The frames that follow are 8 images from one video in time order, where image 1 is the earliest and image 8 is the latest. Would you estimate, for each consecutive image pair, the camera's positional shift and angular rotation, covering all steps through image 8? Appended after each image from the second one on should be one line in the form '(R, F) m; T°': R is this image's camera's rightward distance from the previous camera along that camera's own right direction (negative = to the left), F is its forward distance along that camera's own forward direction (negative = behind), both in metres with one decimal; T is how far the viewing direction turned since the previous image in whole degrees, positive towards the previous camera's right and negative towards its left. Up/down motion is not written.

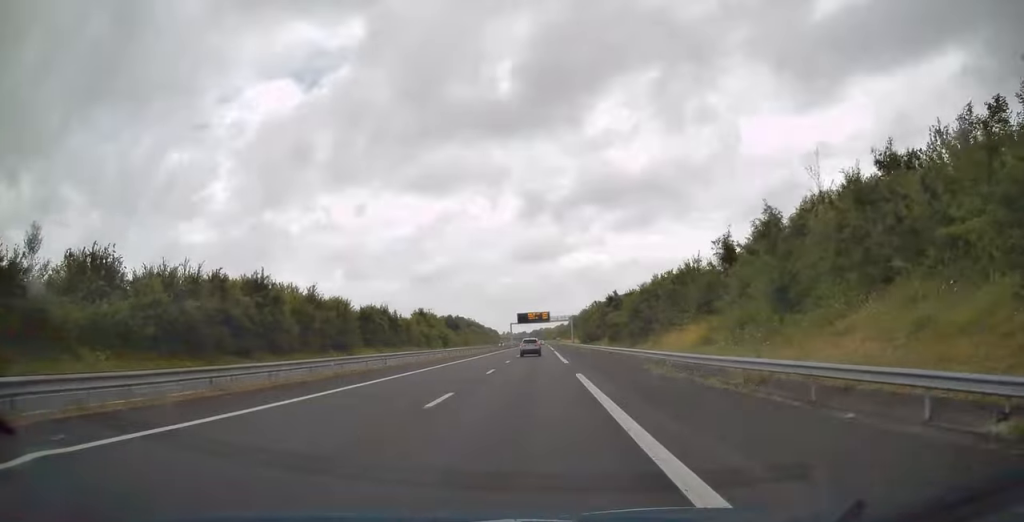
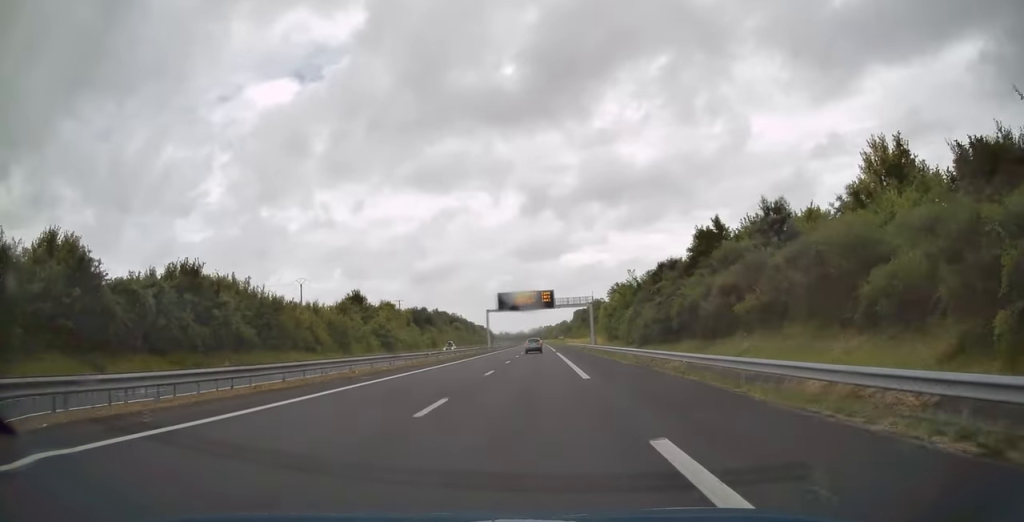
(0.0, +66.7) m; 0°
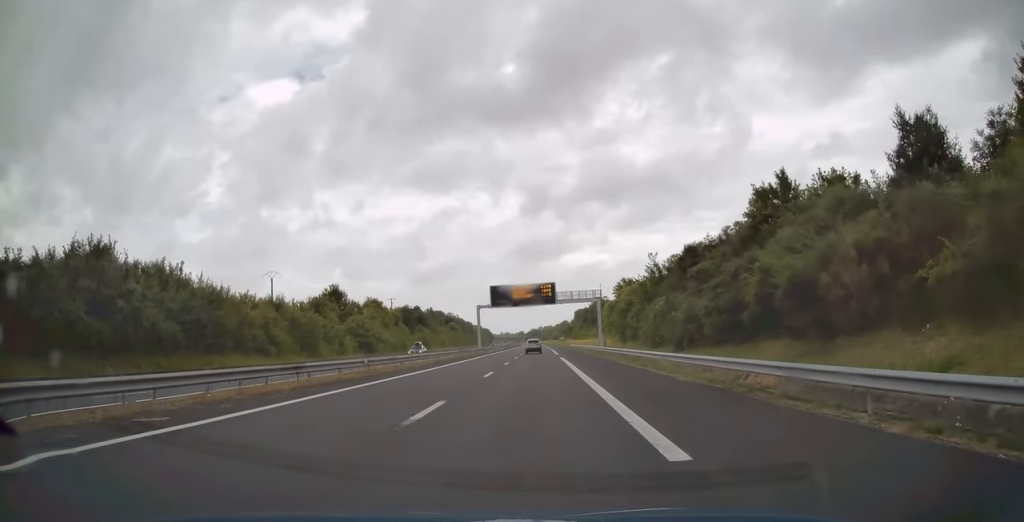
(0.0, +13.5) m; 0°
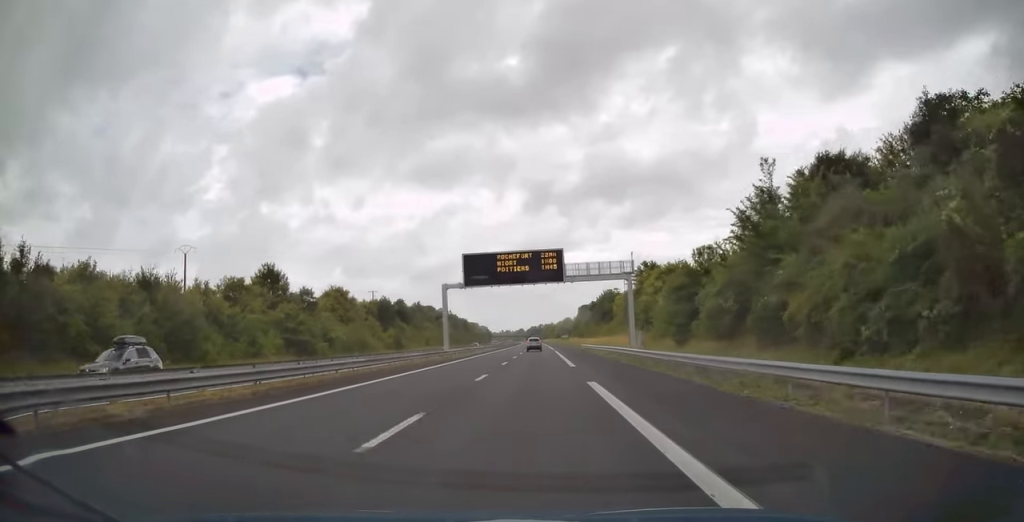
(0.0, +28.5) m; 0°
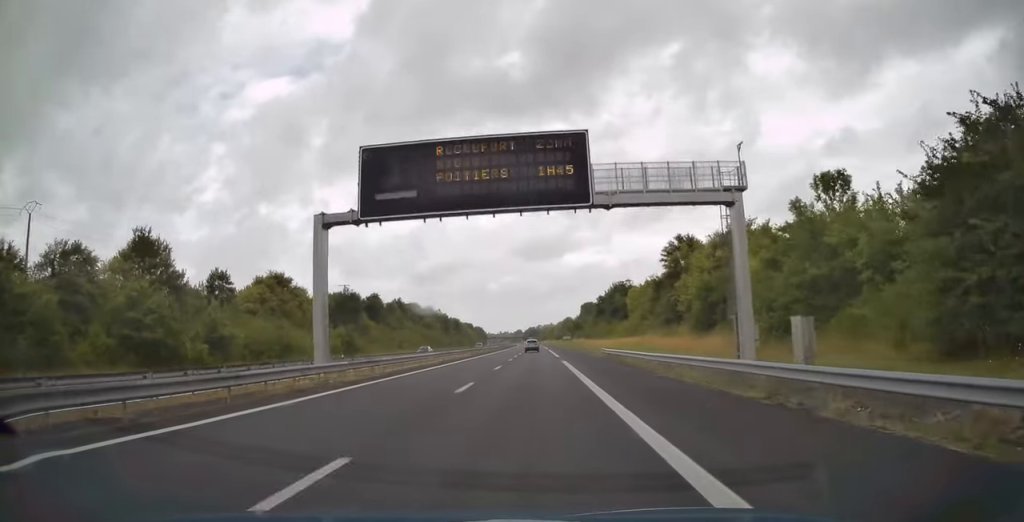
(0.0, +30.1) m; 0°
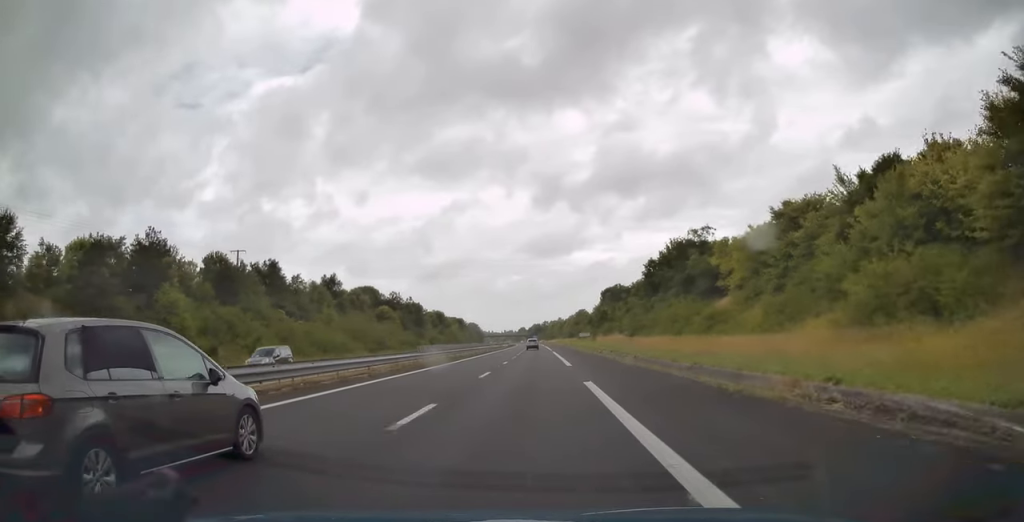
(-0.3, +71.9) m; -1°
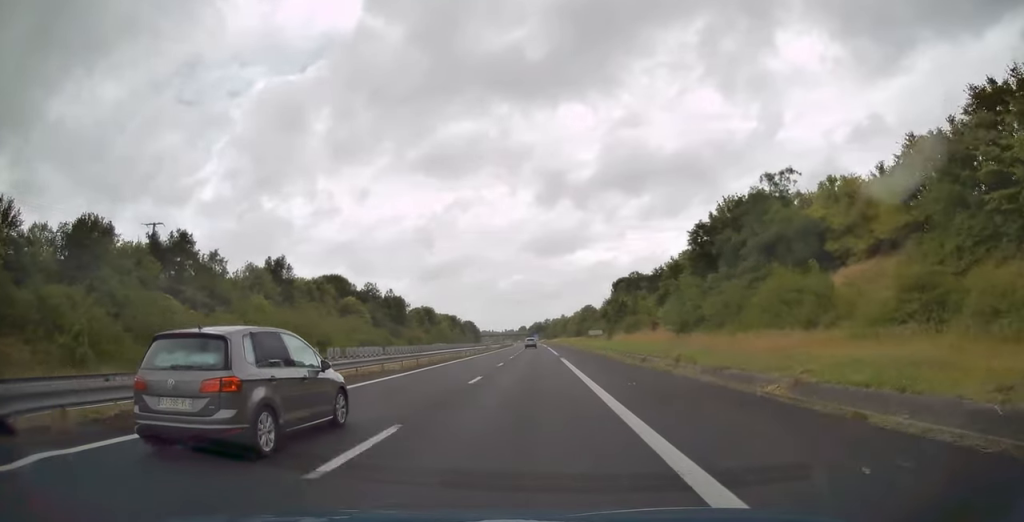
(-0.1, +29.5) m; 0°
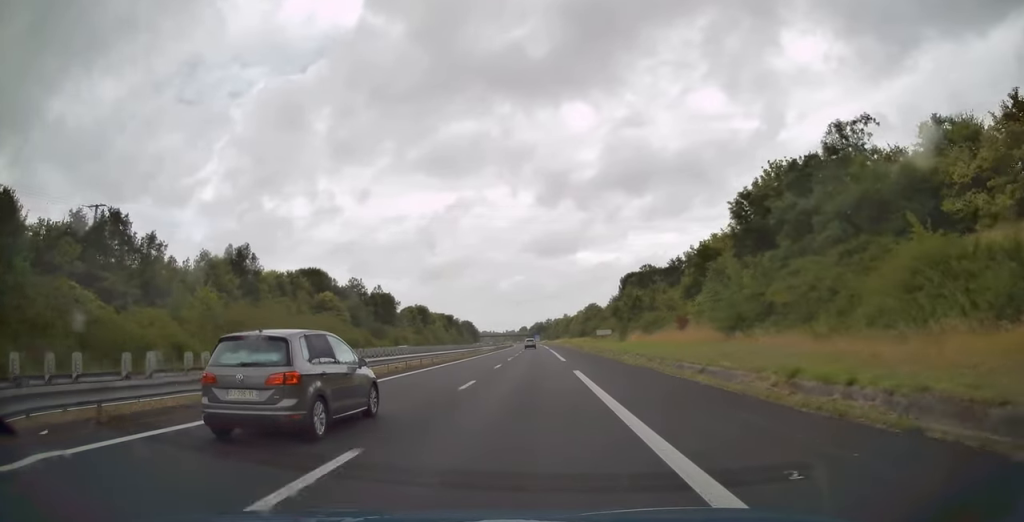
(0.0, +15.0) m; 0°
